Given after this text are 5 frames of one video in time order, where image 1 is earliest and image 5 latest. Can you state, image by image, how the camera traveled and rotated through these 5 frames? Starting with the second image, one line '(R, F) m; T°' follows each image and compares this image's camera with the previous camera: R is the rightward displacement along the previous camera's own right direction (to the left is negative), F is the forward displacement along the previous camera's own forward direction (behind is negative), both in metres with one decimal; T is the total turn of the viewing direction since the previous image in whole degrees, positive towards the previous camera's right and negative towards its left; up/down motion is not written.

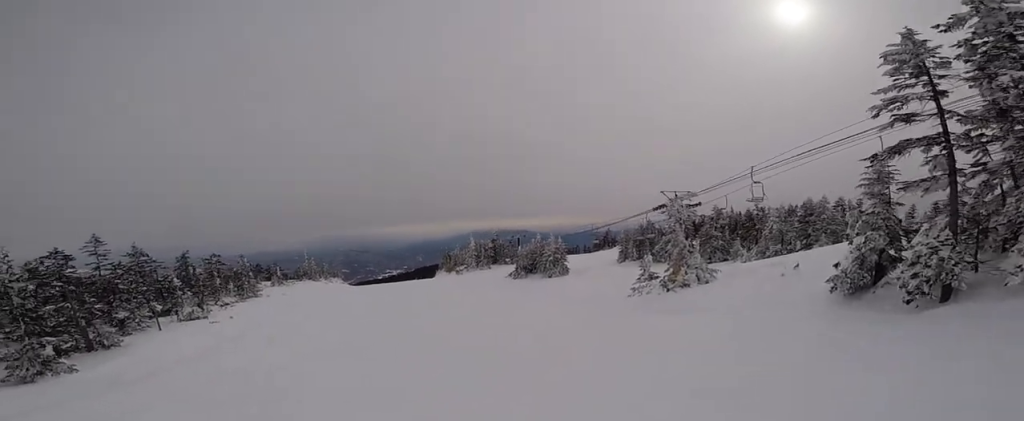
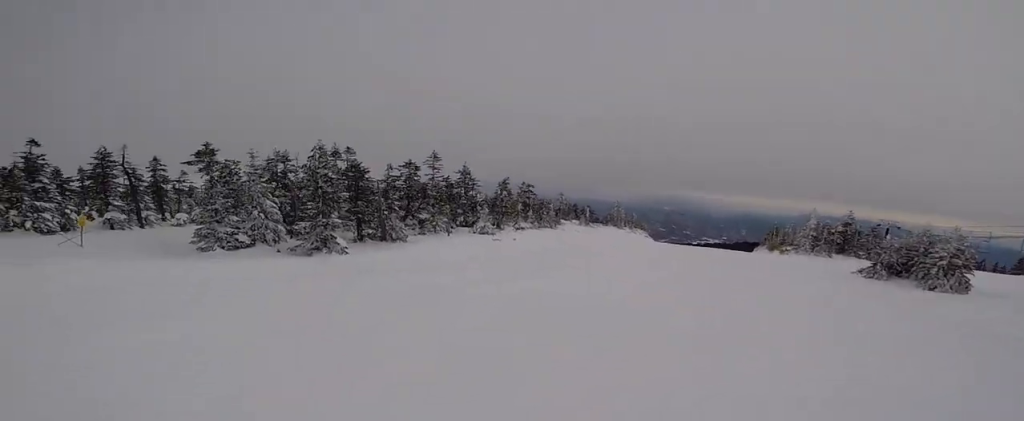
(-1.2, +5.6) m; -34°
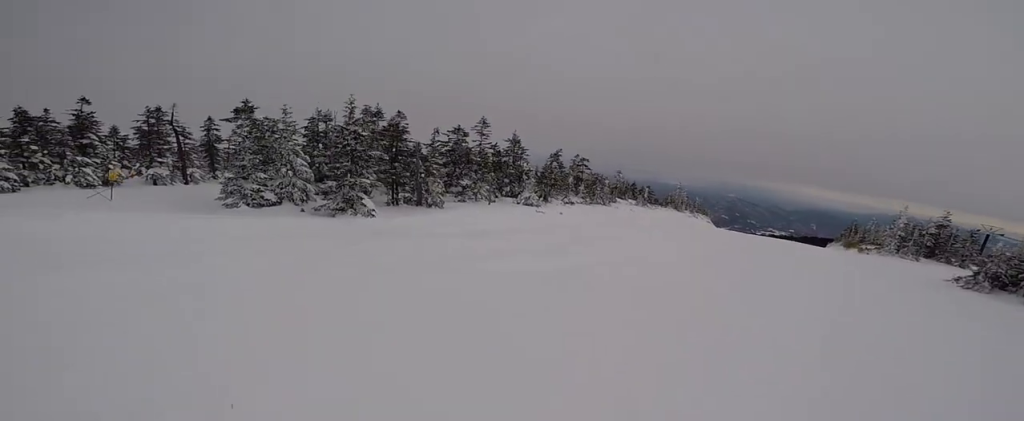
(-0.3, +2.1) m; -12°
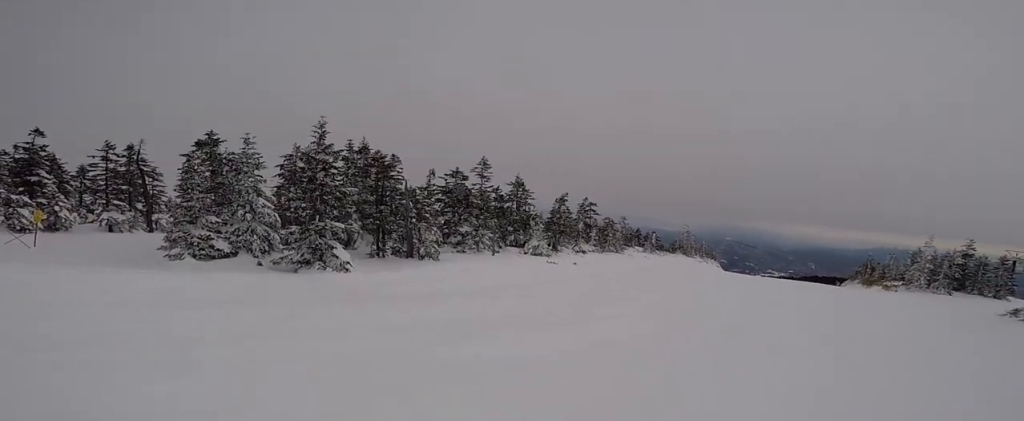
(-0.8, +4.2) m; -5°
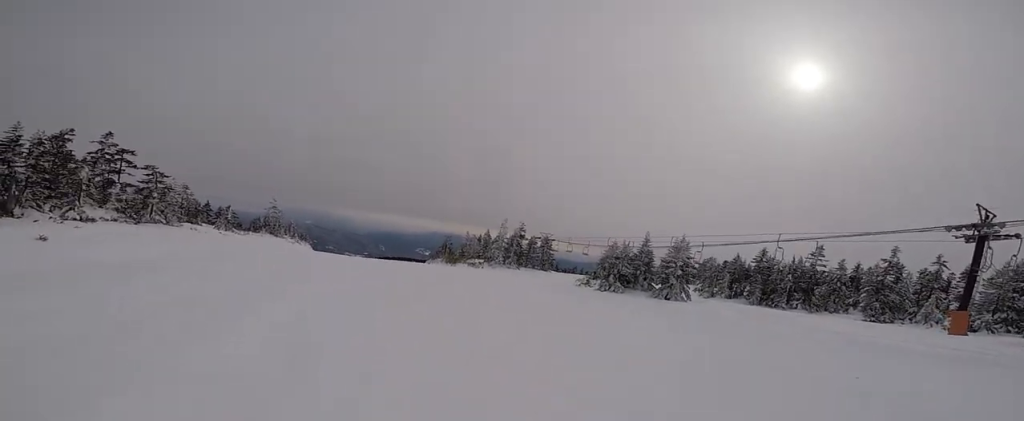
(+7.4, +10.6) m; +63°
